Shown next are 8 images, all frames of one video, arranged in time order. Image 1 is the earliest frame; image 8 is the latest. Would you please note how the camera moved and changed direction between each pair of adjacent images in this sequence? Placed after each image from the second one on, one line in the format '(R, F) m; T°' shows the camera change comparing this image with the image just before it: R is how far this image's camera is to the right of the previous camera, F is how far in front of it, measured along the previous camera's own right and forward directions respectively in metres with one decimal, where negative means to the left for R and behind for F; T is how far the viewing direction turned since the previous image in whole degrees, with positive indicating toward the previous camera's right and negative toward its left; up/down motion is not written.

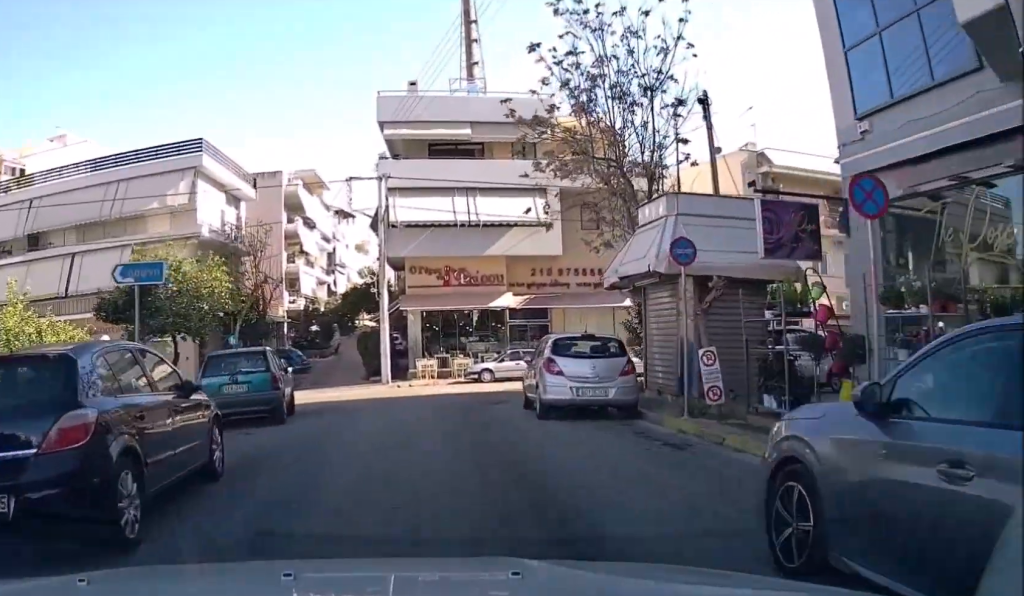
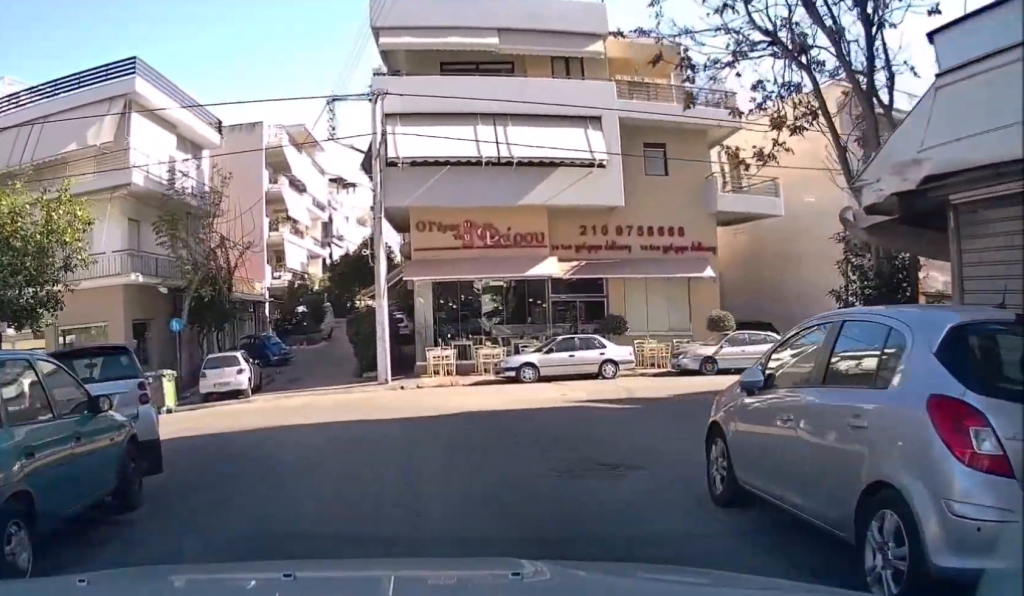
(0.0, +8.7) m; +1°
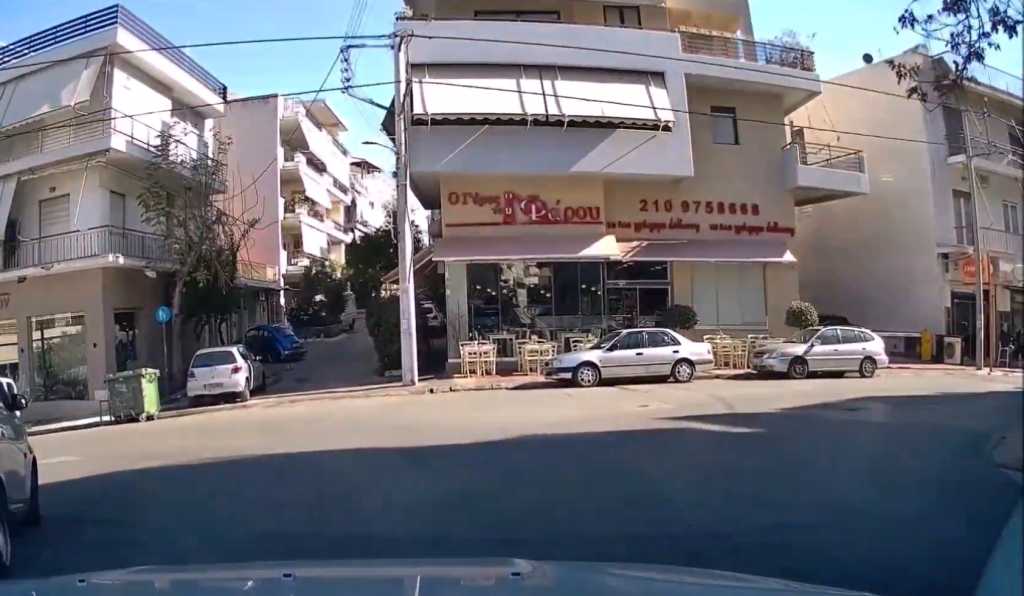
(0.0, +3.4) m; -2°
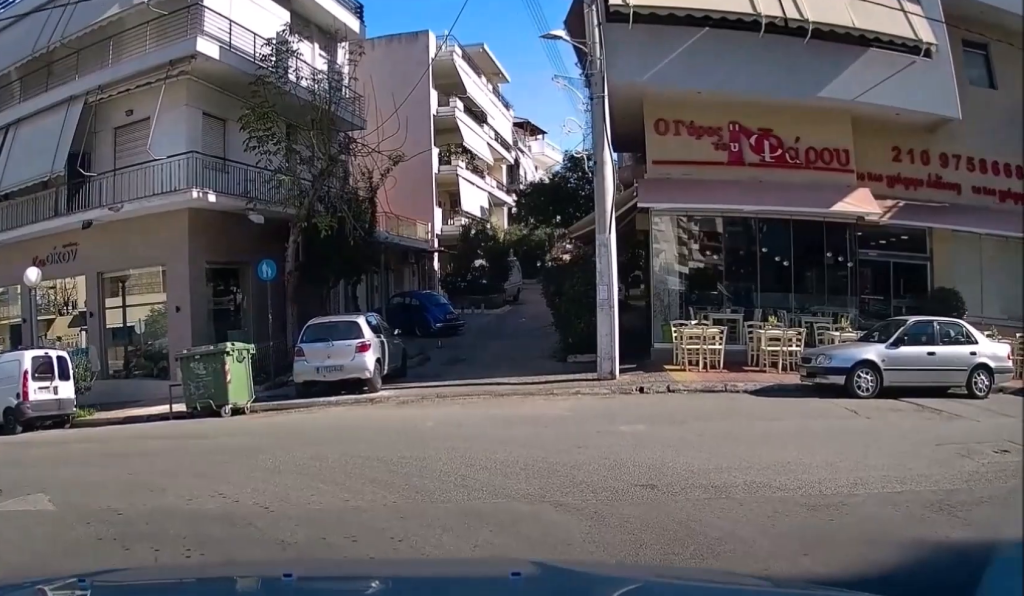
(-0.4, +4.3) m; -27°
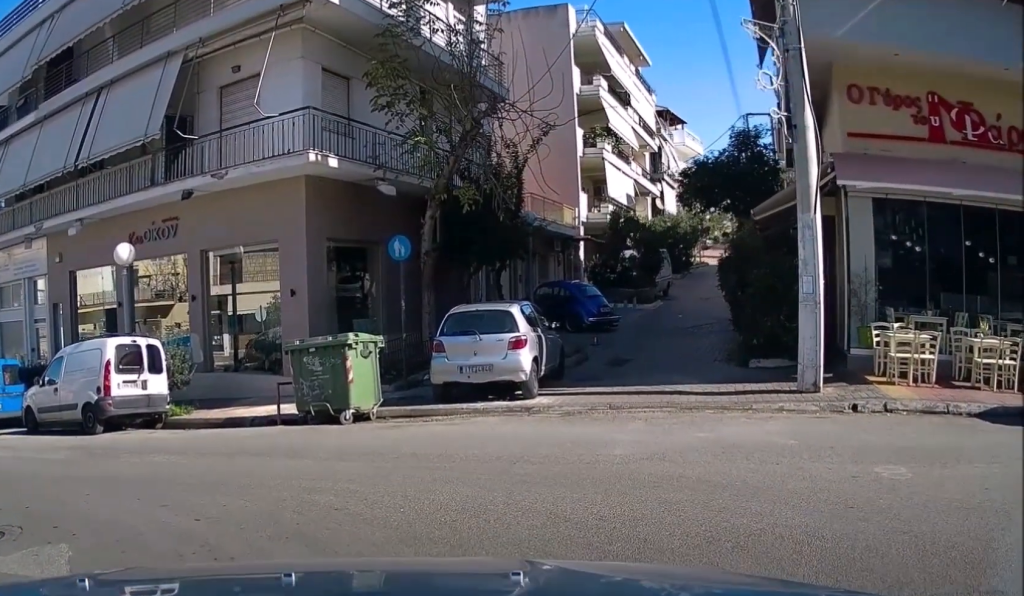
(-1.0, +2.0) m; -37°
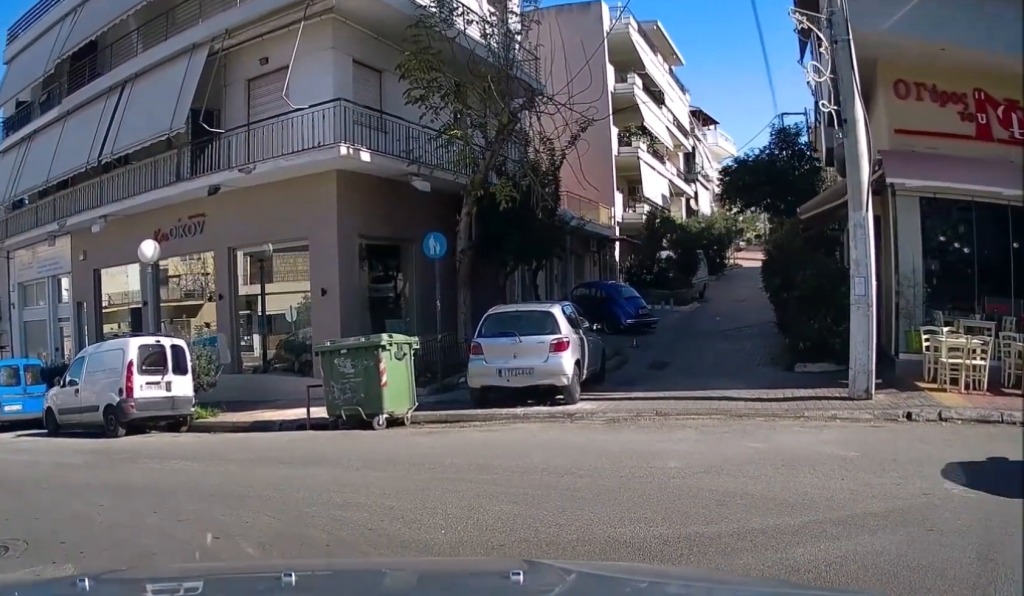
(0.0, +1.1) m; -5°
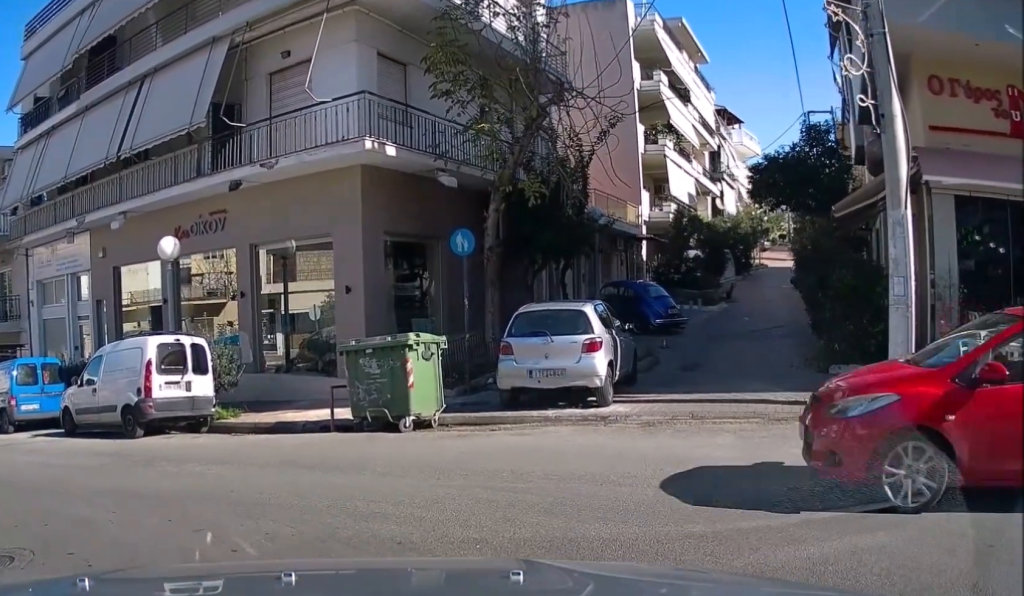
(-0.1, +0.6) m; -2°
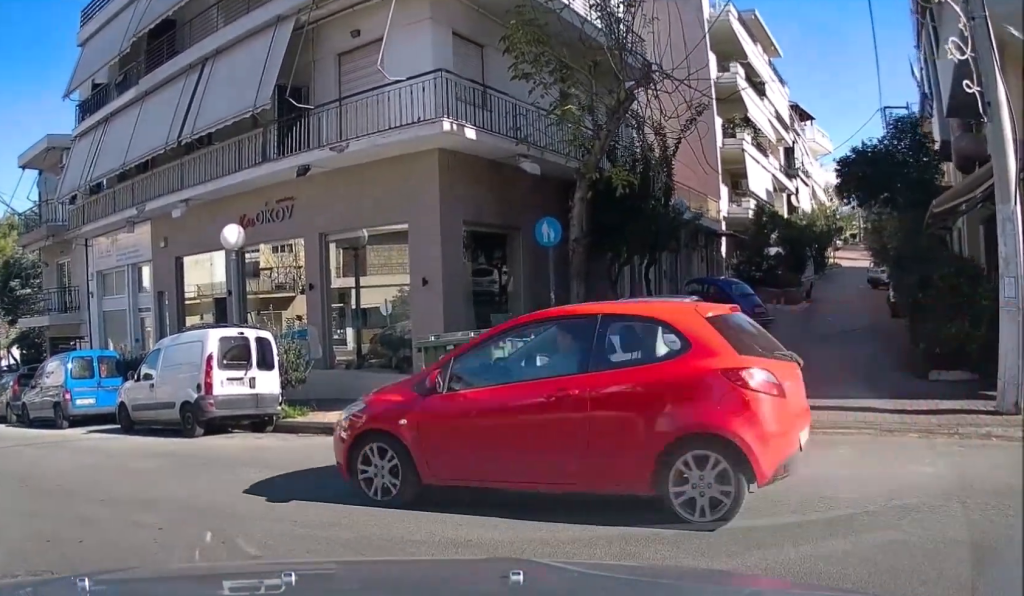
(0.0, +1.1) m; -1°
